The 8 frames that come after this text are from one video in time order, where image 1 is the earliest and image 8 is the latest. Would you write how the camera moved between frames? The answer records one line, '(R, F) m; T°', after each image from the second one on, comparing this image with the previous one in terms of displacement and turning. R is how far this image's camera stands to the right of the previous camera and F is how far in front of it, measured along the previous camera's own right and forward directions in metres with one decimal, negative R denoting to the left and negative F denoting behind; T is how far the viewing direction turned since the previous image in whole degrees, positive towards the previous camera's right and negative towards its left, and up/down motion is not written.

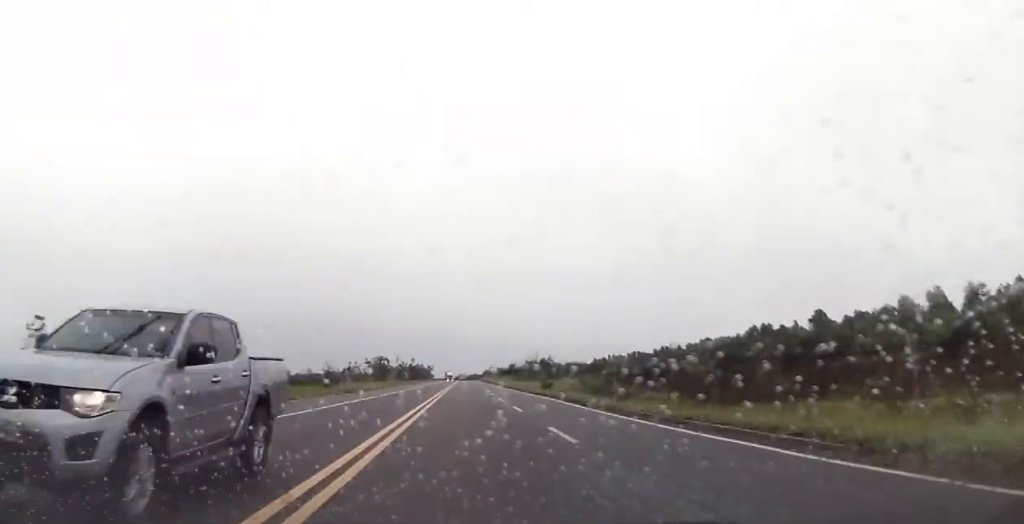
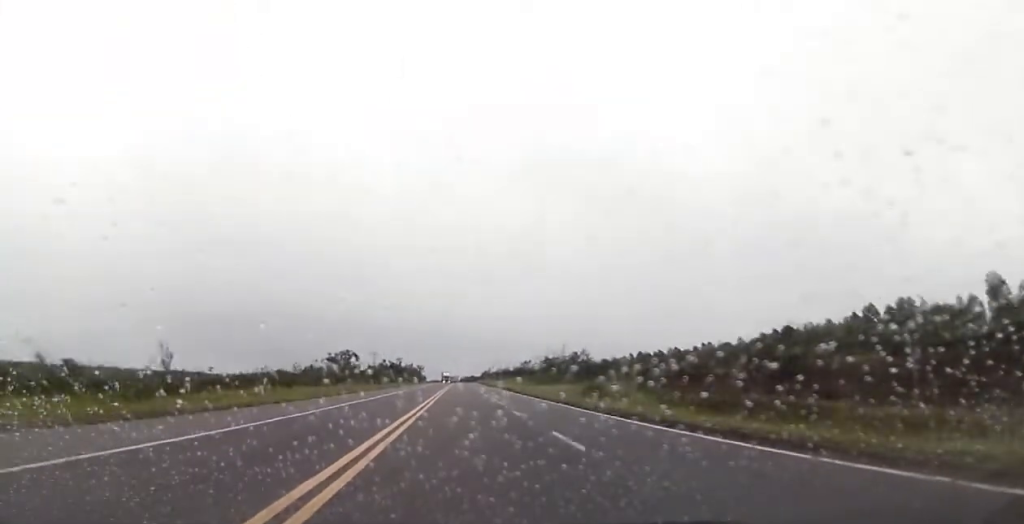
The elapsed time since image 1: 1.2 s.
(+0.2, +36.6) m; +1°
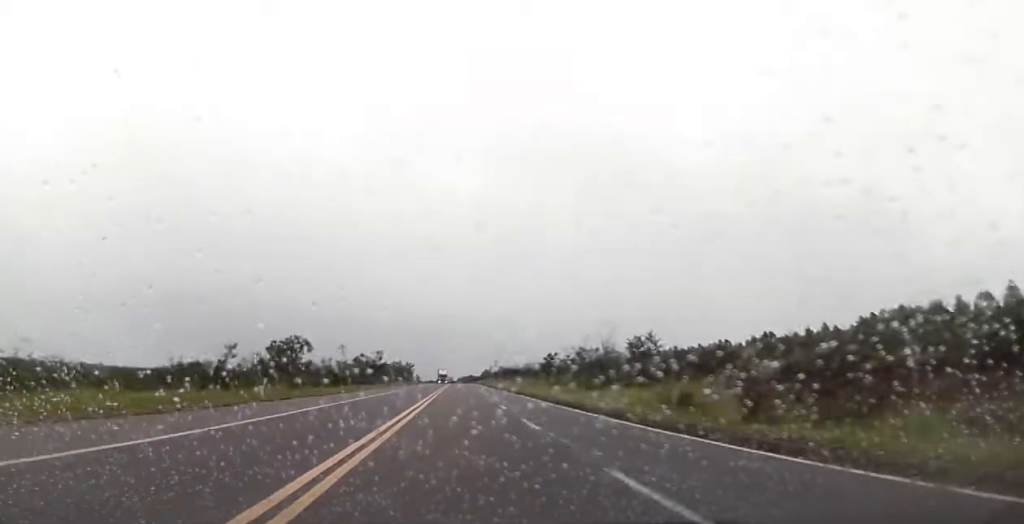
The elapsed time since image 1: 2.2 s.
(+0.1, +30.2) m; 0°
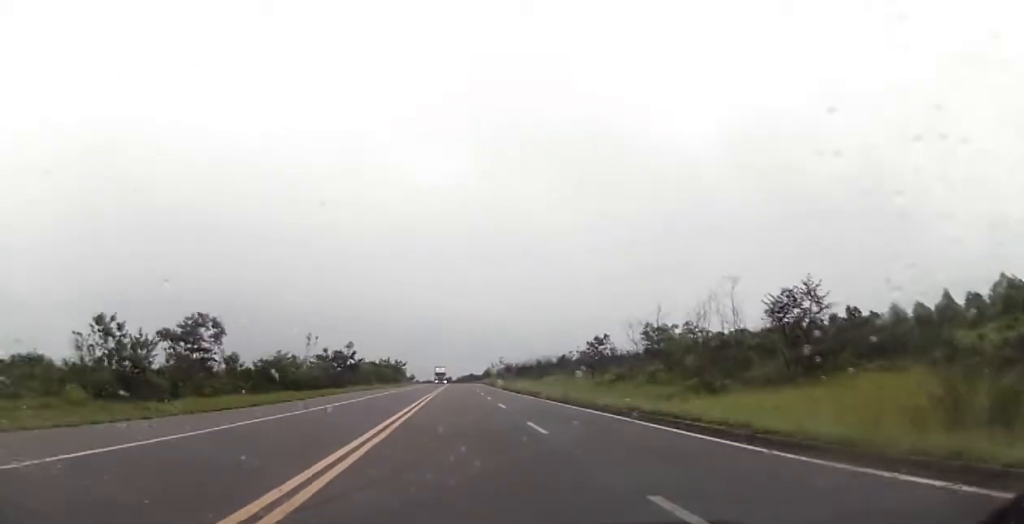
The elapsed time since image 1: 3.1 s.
(0.0, +26.1) m; 0°
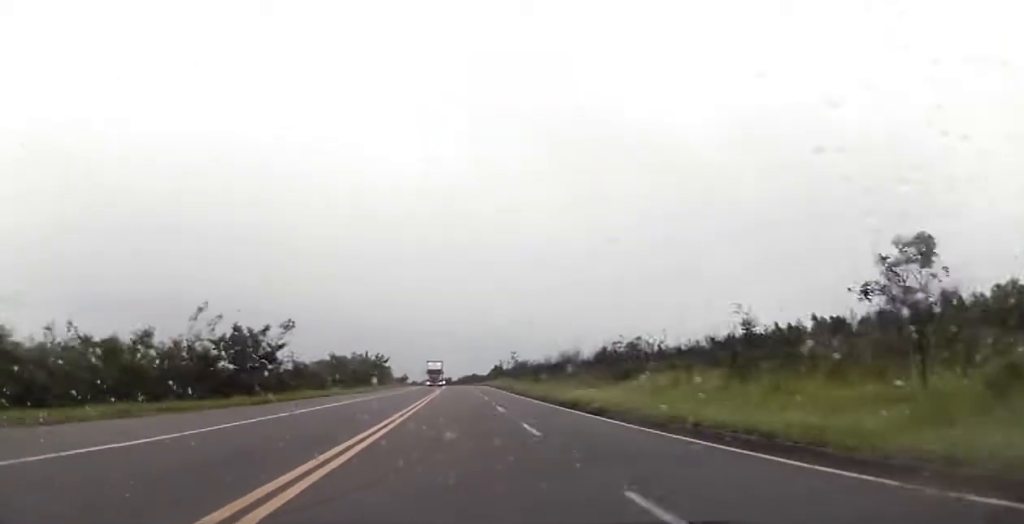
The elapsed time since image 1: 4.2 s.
(0.0, +35.0) m; 0°
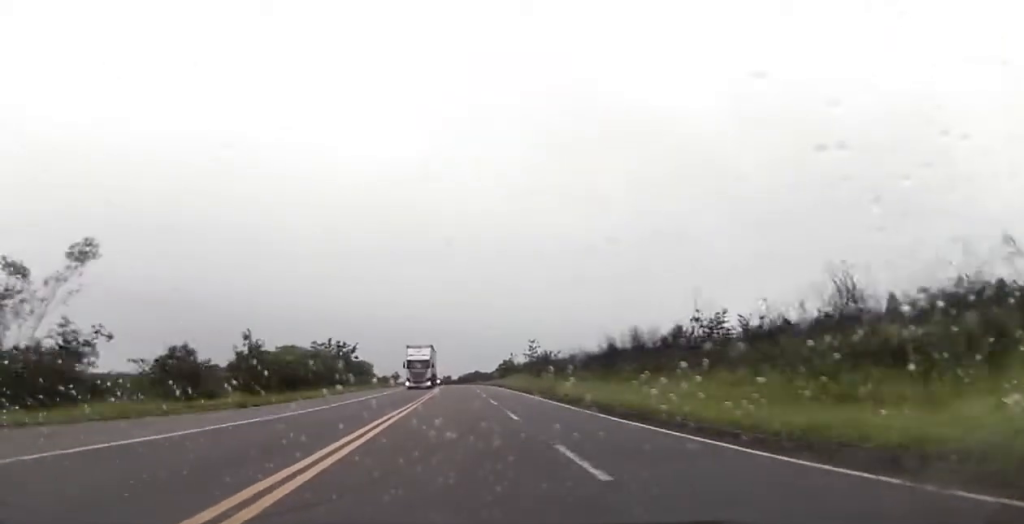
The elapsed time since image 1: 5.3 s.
(0.0, +30.8) m; 0°
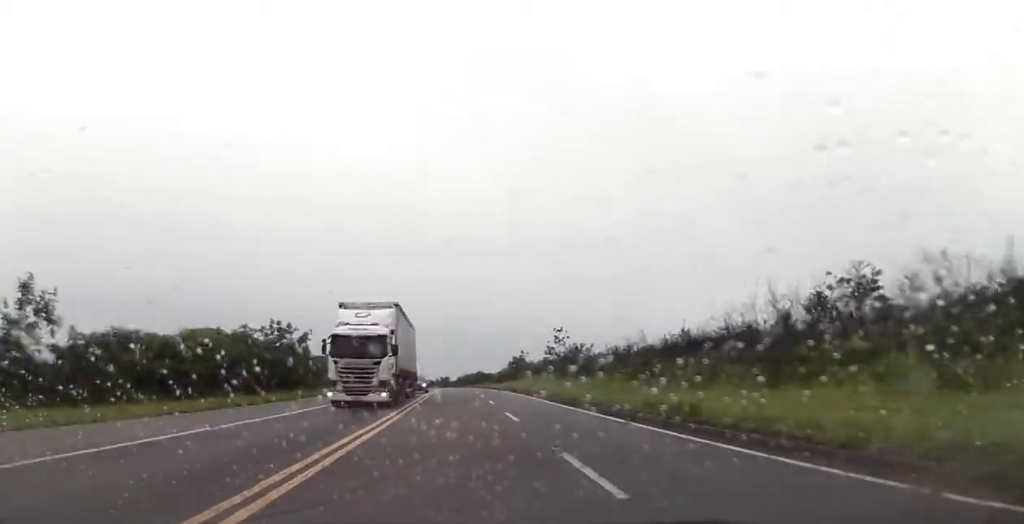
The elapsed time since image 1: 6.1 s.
(0.0, +24.7) m; 0°
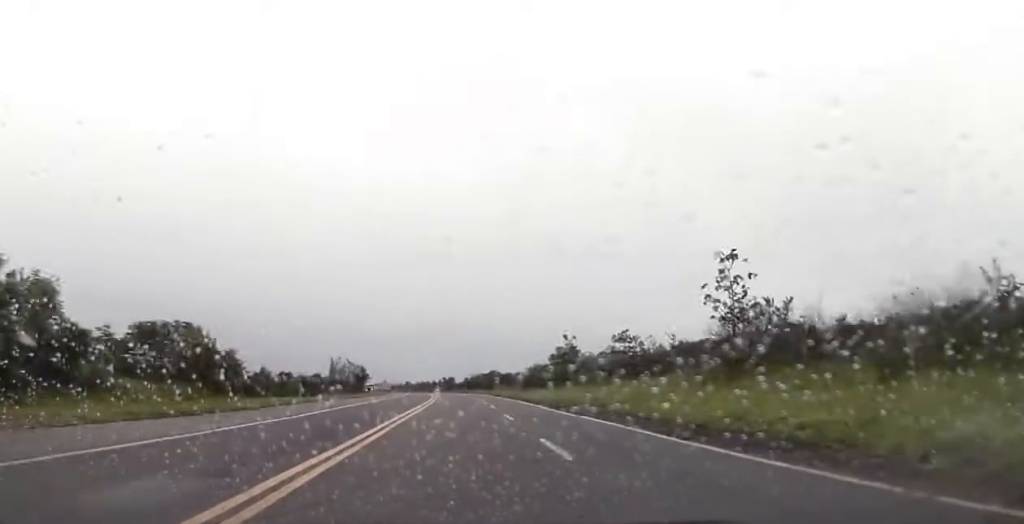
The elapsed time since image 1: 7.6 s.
(+0.2, +43.4) m; 0°
